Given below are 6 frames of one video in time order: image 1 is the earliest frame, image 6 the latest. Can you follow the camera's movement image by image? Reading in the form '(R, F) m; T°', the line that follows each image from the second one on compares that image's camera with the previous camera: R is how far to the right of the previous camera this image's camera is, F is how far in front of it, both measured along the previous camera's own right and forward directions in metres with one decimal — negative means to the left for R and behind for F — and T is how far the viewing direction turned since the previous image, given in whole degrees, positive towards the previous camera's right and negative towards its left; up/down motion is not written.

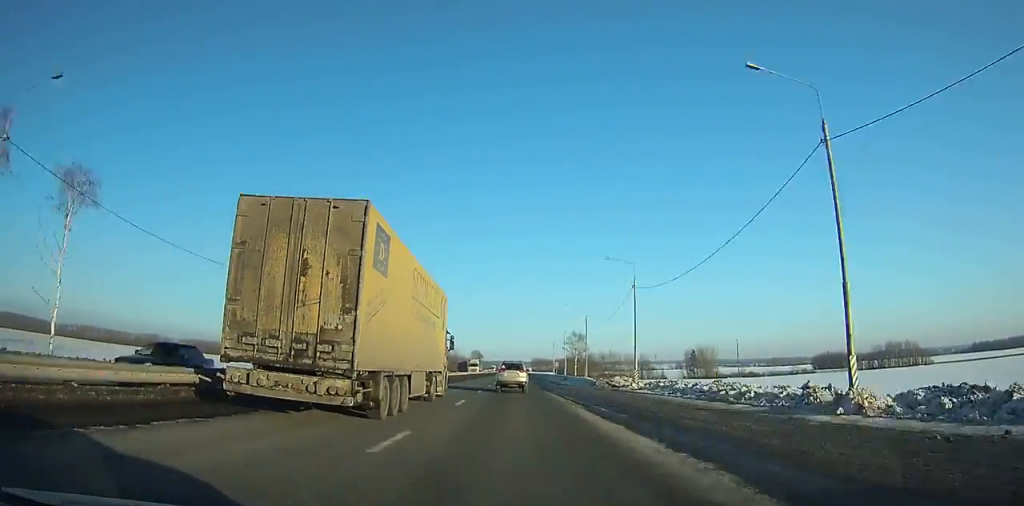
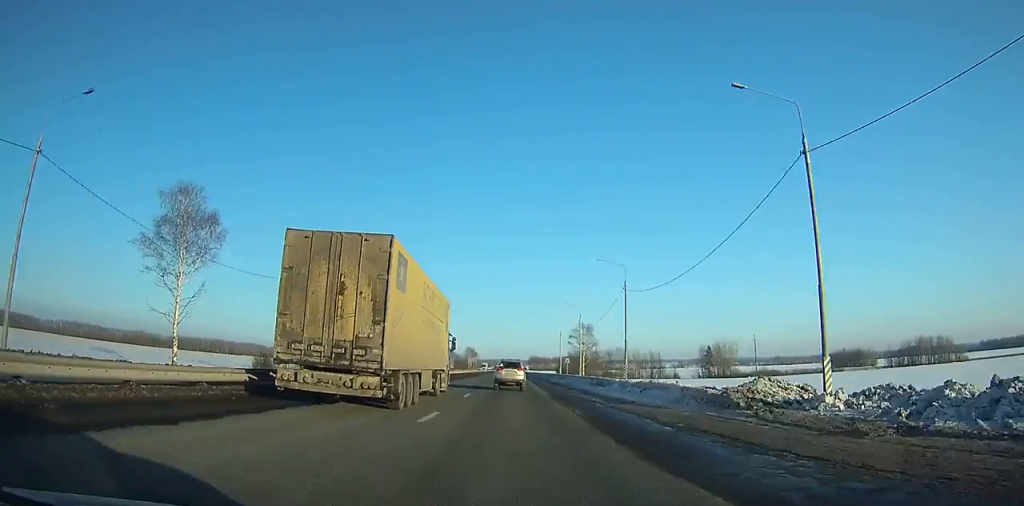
(+0.1, +31.6) m; 0°
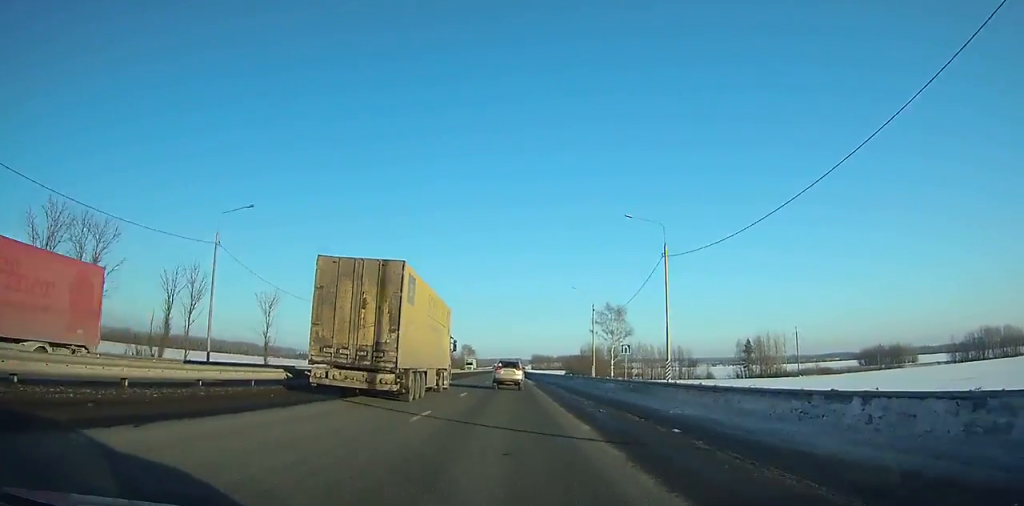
(-0.1, +48.4) m; 0°
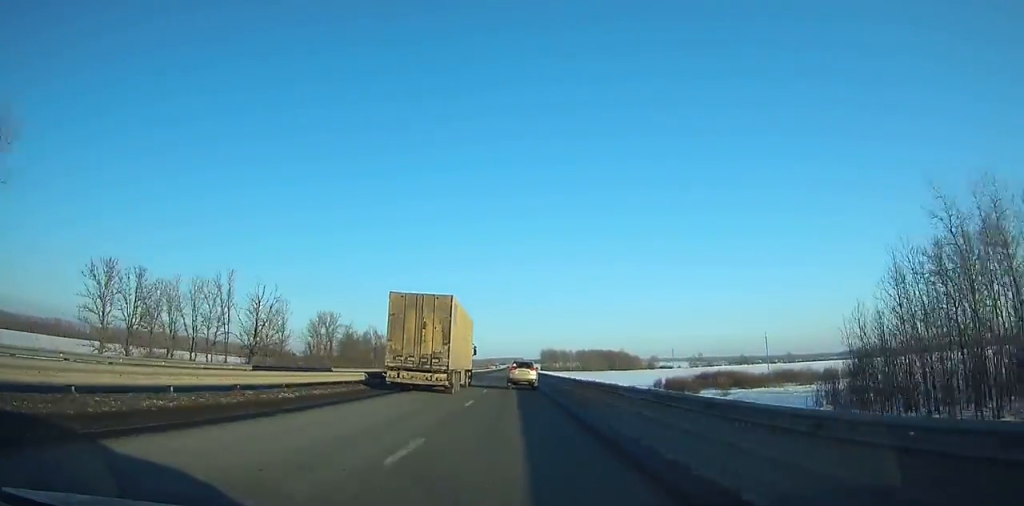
(-0.8, +198.4) m; 0°
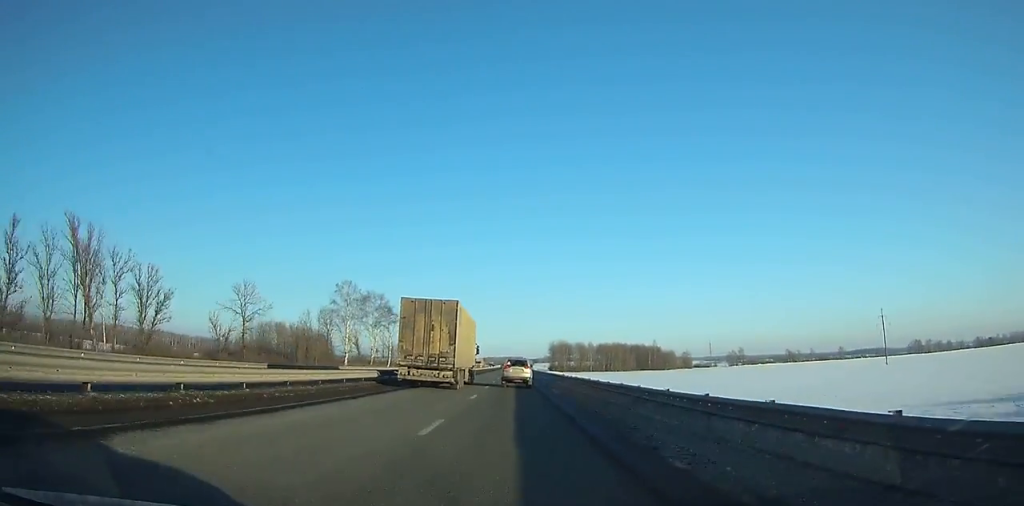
(+0.1, +117.8) m; 0°
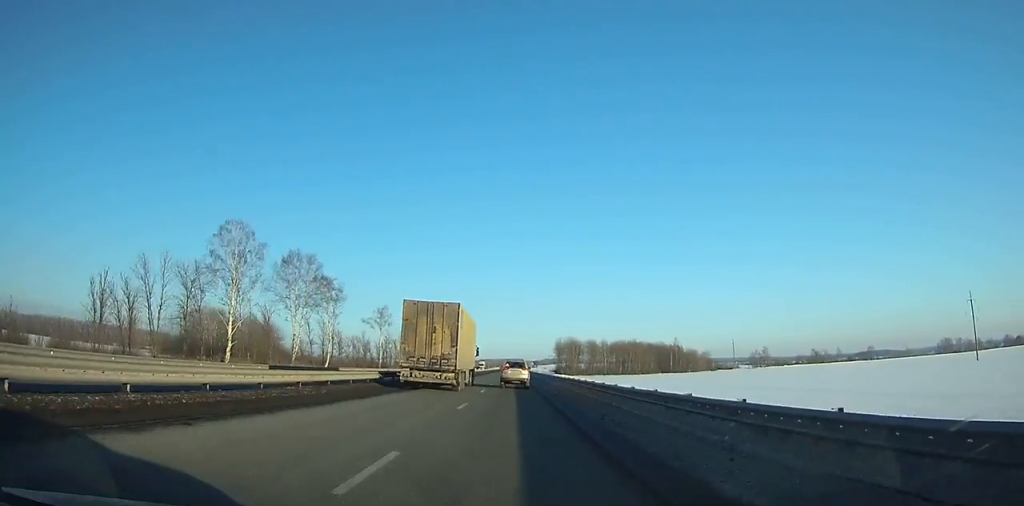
(+0.2, +54.3) m; 0°
